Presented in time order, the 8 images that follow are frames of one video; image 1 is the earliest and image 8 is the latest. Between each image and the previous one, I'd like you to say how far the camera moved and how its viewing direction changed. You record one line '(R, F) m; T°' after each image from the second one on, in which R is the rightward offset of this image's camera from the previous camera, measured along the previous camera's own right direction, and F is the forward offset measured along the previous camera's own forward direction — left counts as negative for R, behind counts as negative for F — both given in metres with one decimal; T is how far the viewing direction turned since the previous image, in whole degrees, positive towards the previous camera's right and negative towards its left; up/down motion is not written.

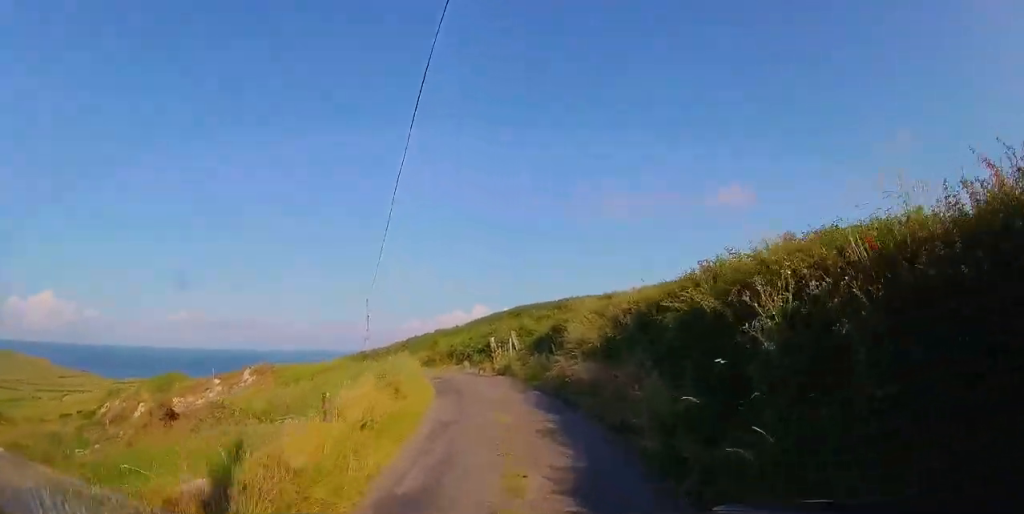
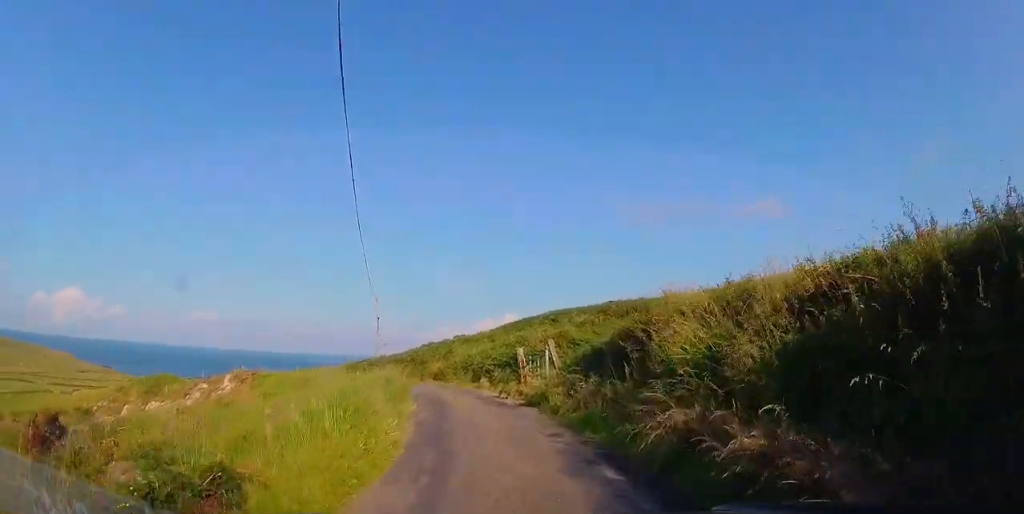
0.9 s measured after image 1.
(+0.3, +6.9) m; +2°
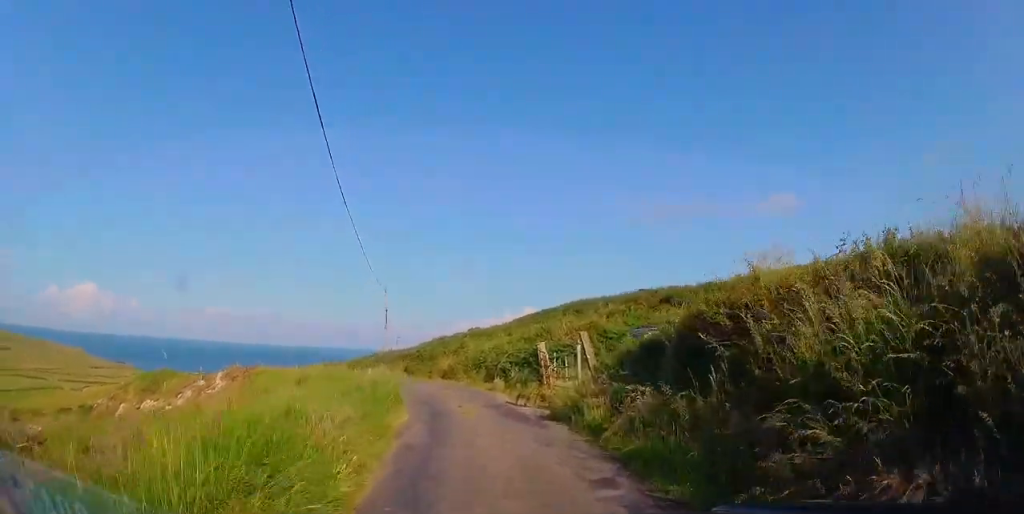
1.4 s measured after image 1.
(0.0, +3.2) m; -2°
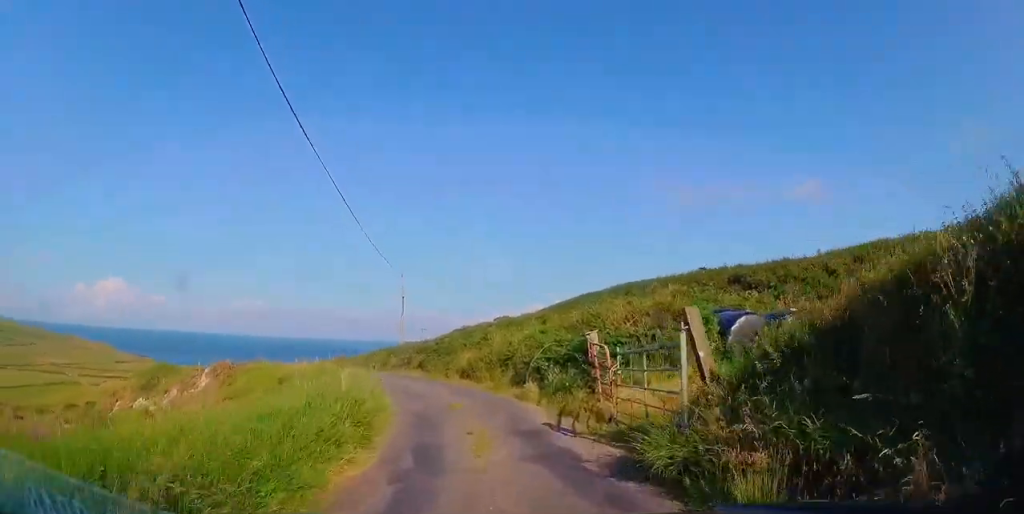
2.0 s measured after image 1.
(0.0, +5.0) m; -3°
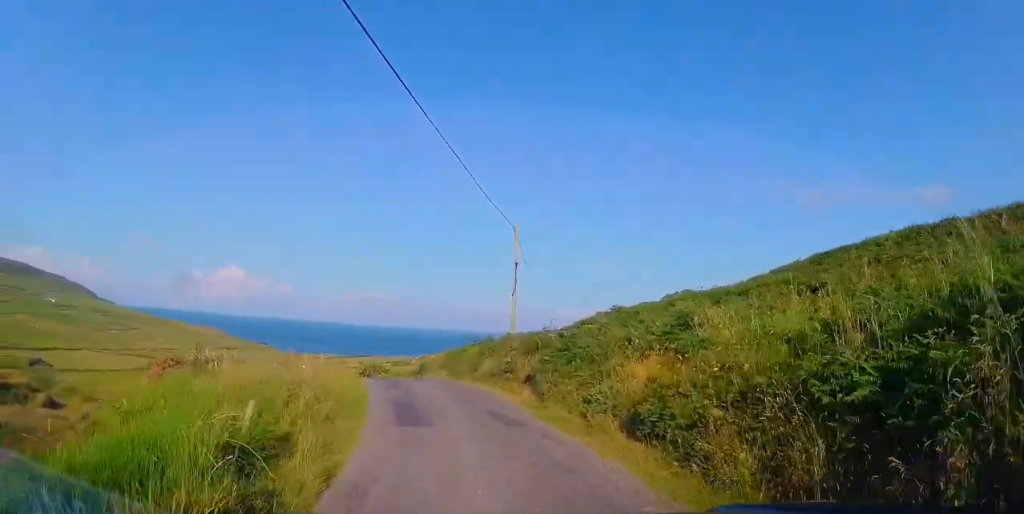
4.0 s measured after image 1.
(-1.9, +13.8) m; -16°
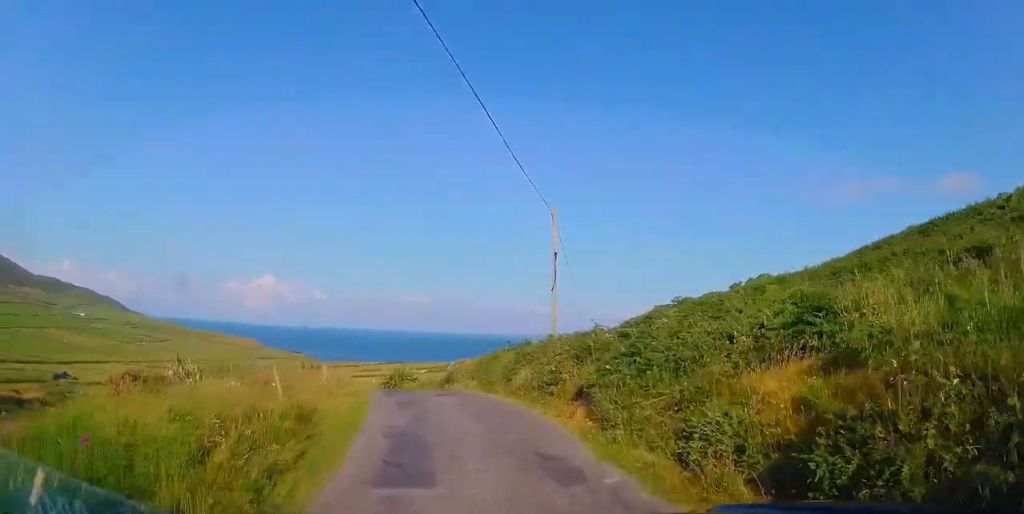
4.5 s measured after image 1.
(-0.3, +3.4) m; -3°
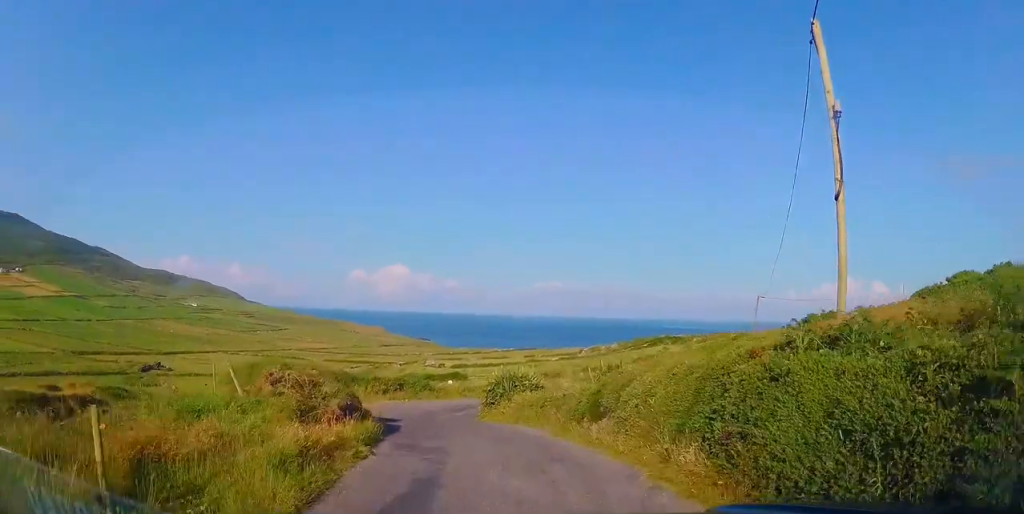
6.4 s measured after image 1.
(-1.1, +12.8) m; -13°
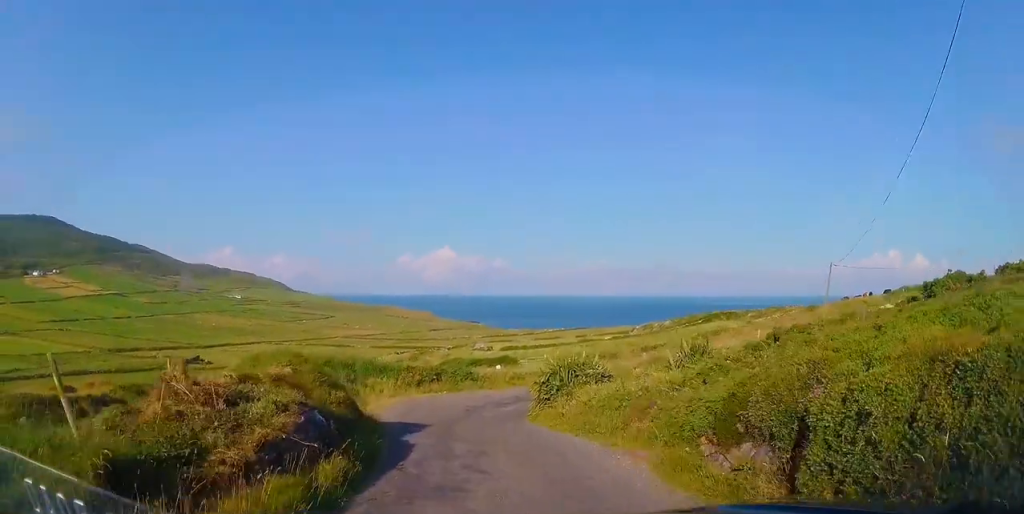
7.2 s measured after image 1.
(-0.3, +5.1) m; -6°
